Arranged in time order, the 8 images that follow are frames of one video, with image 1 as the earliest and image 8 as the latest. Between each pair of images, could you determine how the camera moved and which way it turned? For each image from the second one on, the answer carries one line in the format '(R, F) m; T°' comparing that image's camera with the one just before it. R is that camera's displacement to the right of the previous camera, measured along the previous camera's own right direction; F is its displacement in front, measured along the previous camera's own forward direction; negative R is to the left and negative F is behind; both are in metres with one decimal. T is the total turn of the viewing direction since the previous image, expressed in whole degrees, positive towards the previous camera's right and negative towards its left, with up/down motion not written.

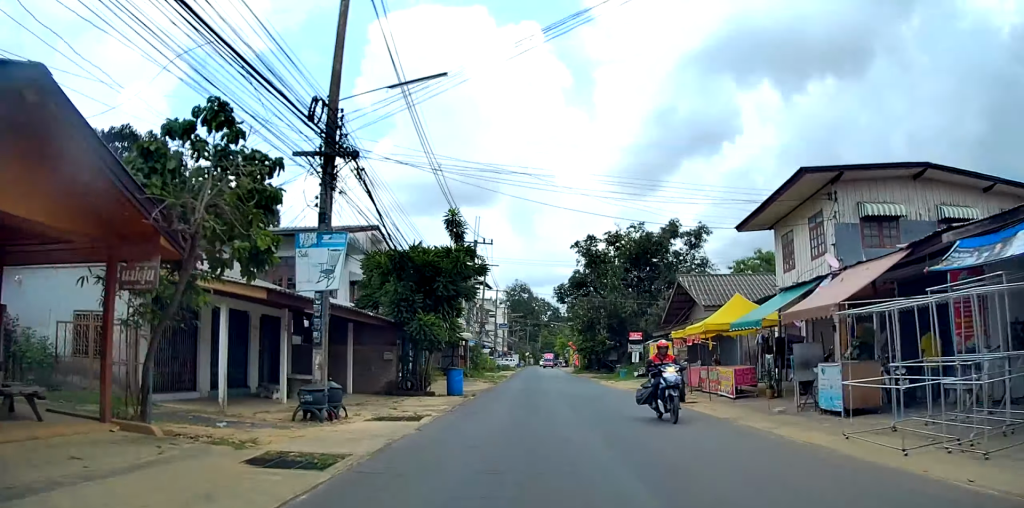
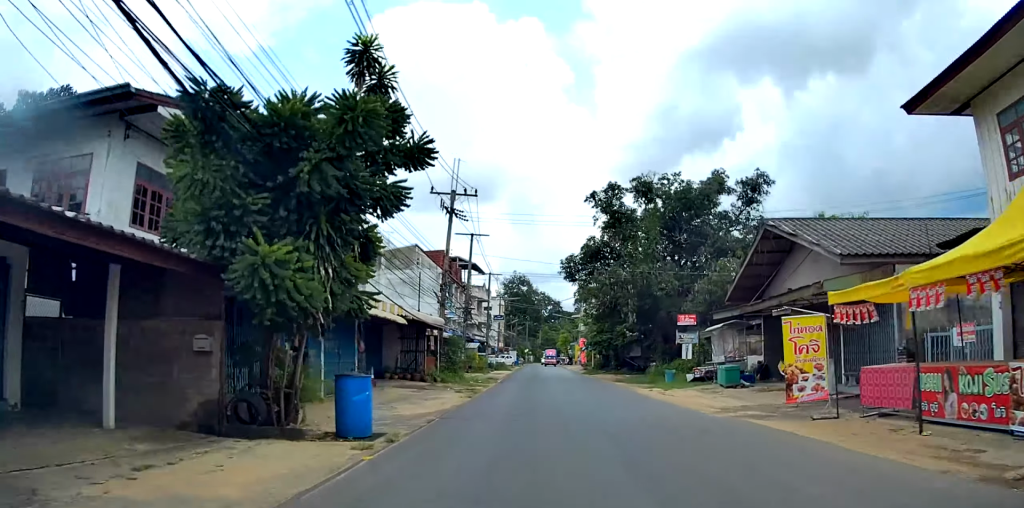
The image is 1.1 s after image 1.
(-0.3, +12.7) m; 0°
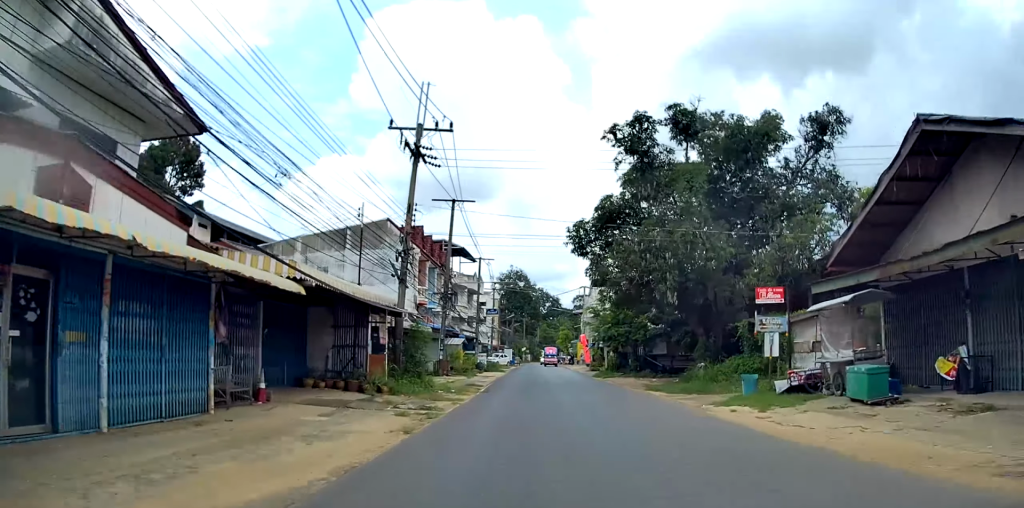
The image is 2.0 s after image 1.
(+0.2, +9.8) m; +1°
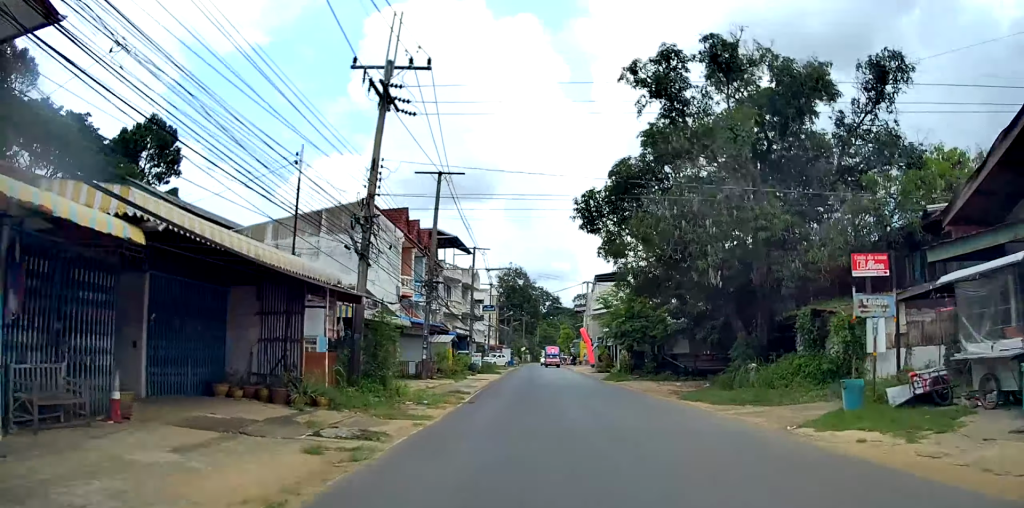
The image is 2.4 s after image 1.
(0.0, +5.3) m; 0°
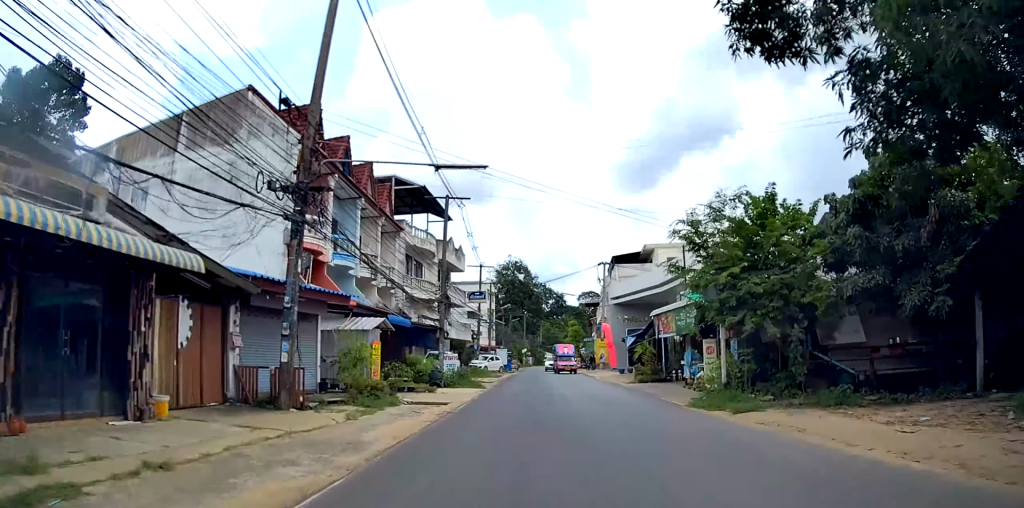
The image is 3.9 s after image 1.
(-0.1, +17.9) m; 0°
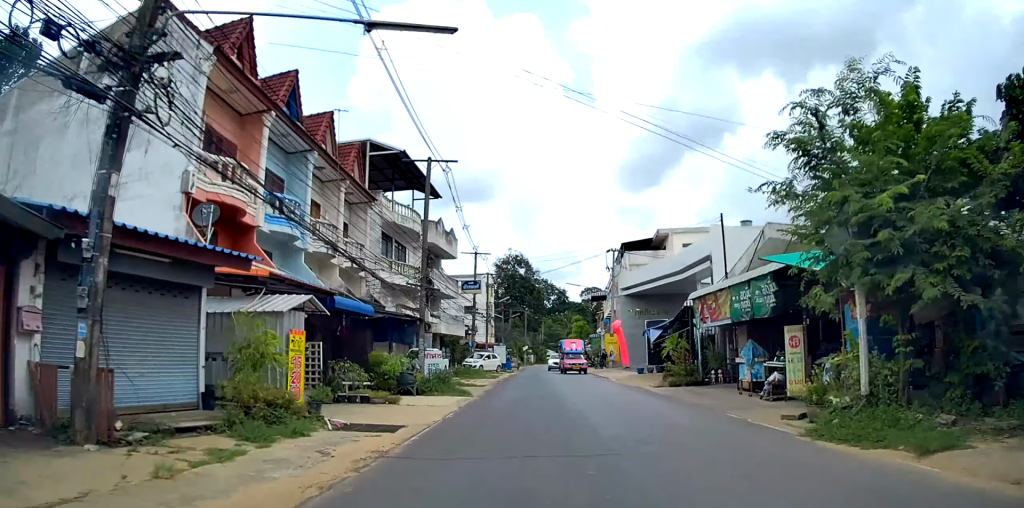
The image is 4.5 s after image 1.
(0.0, +6.3) m; +1°
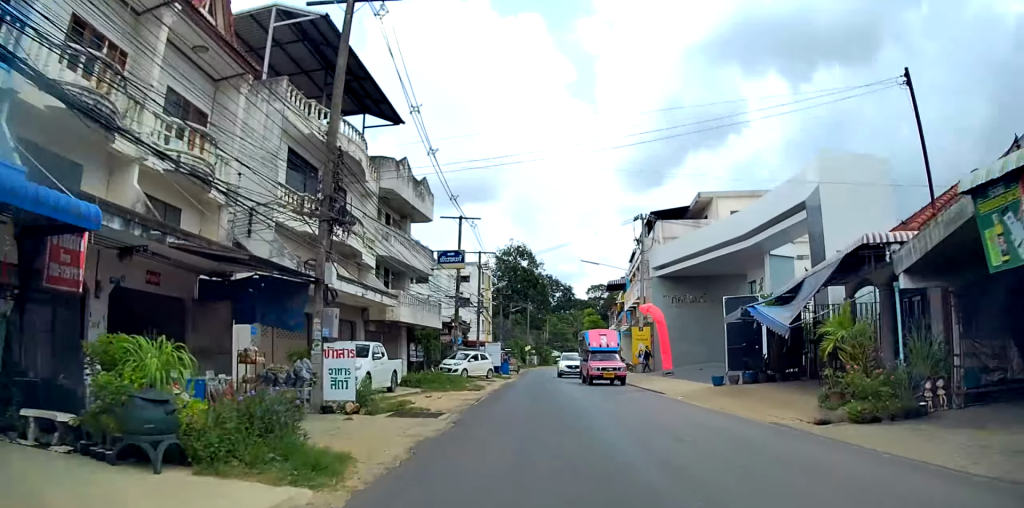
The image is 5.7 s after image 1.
(+0.2, +13.9) m; +1°
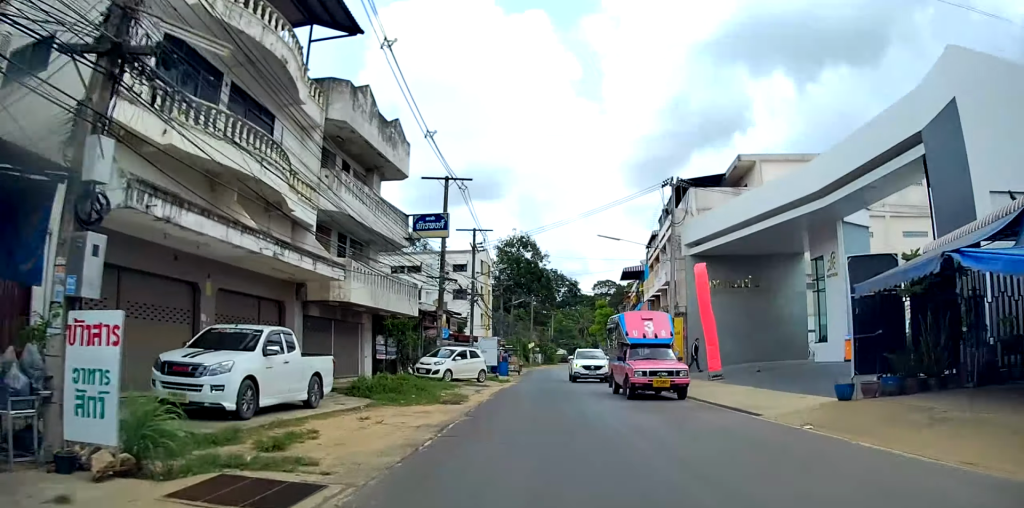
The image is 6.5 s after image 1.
(0.0, +8.4) m; 0°
